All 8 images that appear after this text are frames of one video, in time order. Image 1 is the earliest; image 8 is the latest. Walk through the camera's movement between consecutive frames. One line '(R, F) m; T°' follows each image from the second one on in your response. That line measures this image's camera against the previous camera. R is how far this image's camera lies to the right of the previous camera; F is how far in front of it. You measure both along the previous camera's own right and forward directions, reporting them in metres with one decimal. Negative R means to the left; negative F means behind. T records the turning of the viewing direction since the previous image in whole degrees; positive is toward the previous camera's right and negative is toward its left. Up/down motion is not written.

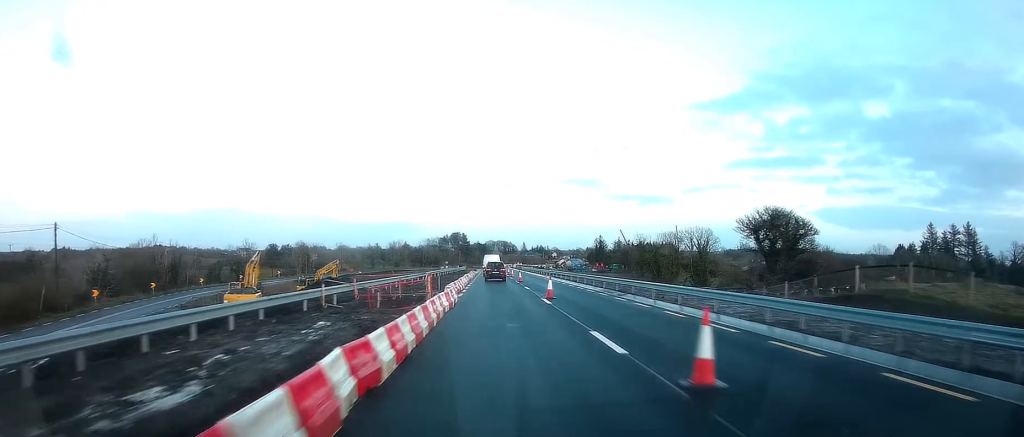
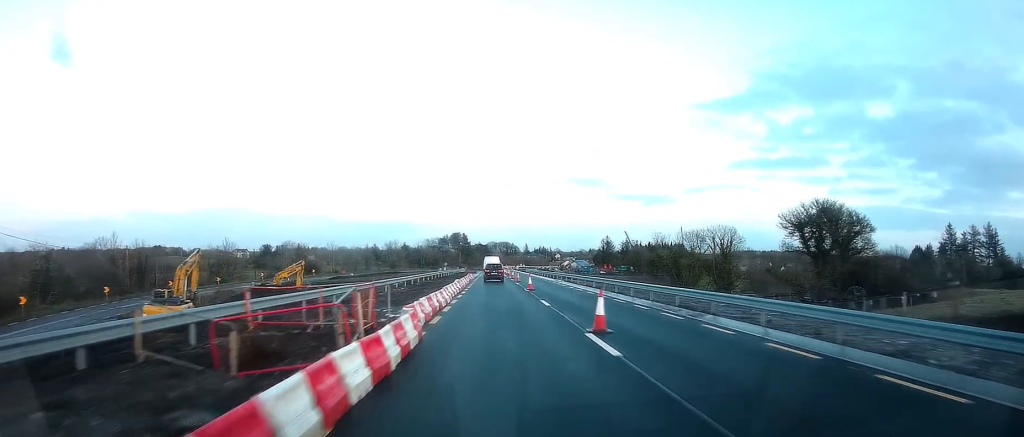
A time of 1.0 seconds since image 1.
(+0.1, +11.9) m; -1°
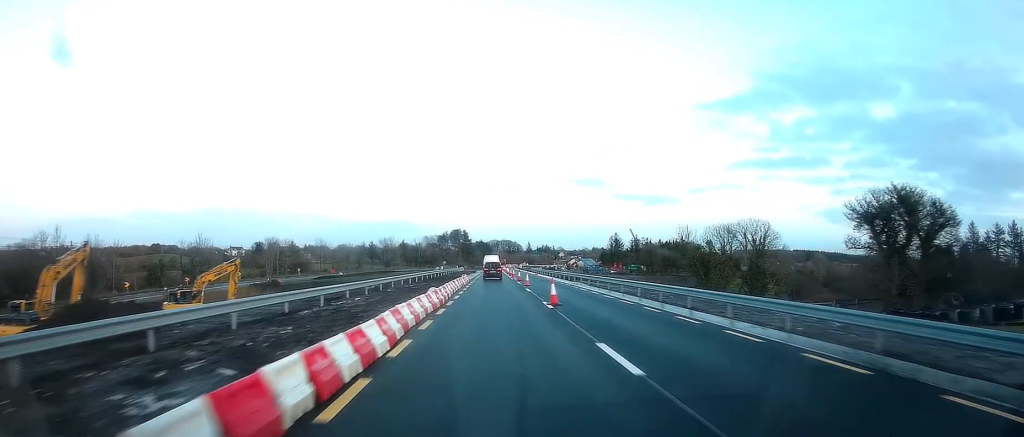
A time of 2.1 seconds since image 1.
(-0.4, +13.6) m; 0°
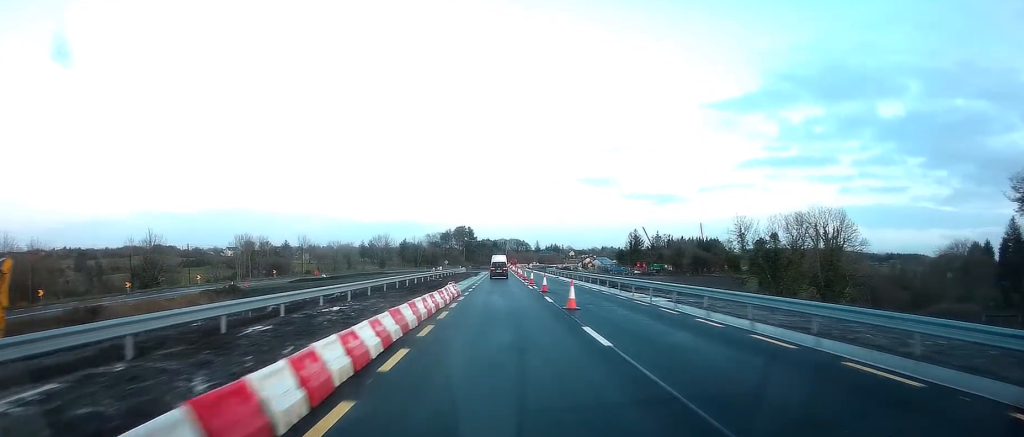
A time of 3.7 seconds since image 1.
(+0.2, +20.8) m; 0°
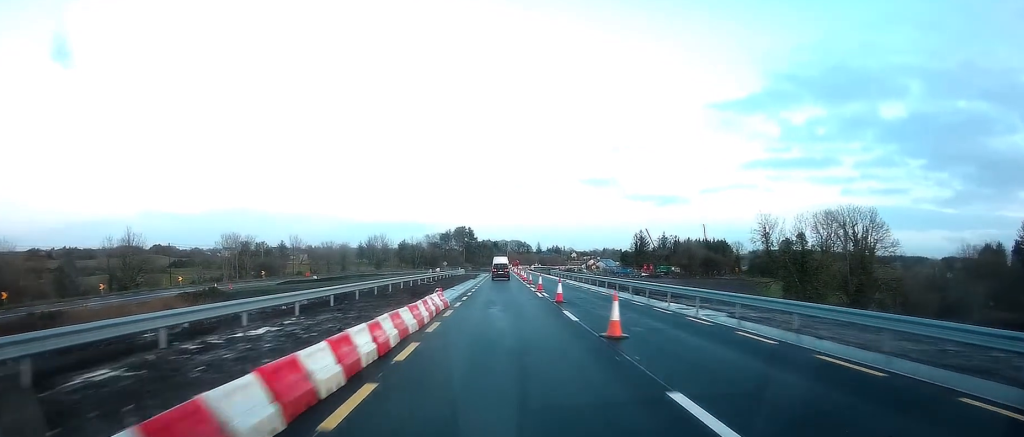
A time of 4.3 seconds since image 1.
(-0.2, +6.8) m; 0°
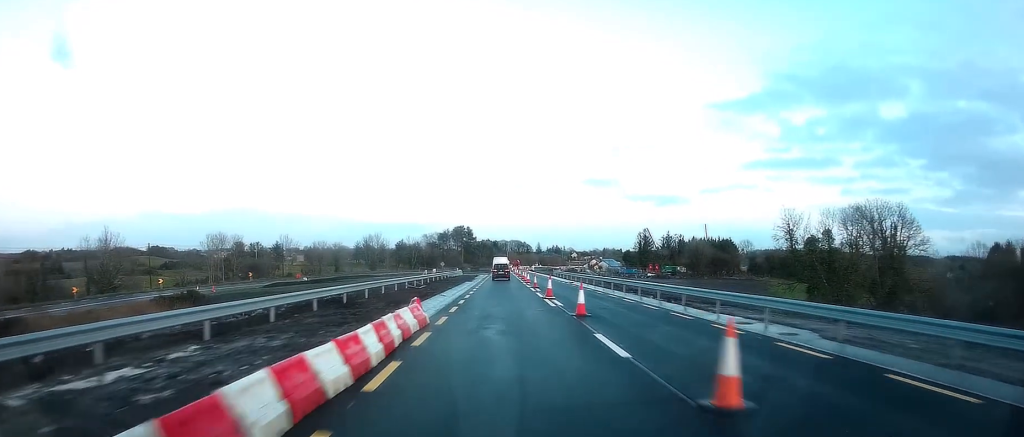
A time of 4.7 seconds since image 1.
(+0.2, +6.1) m; +1°
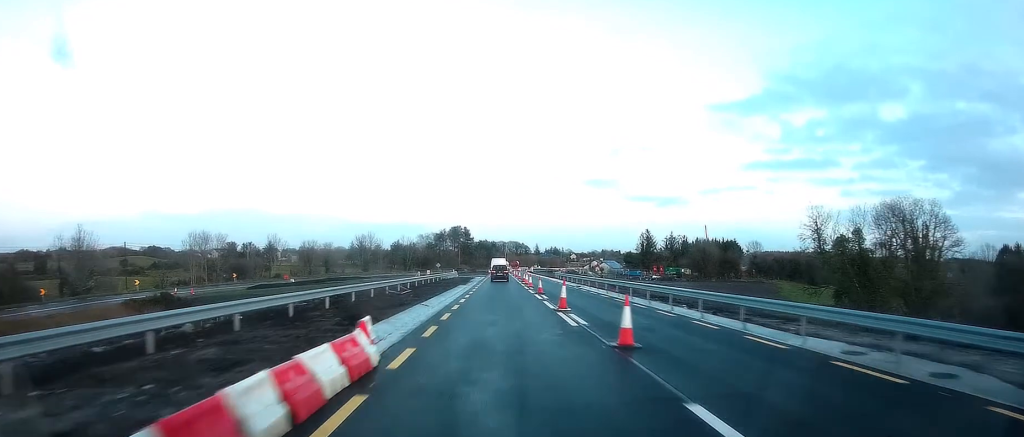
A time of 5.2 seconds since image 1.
(+0.1, +6.1) m; +1°
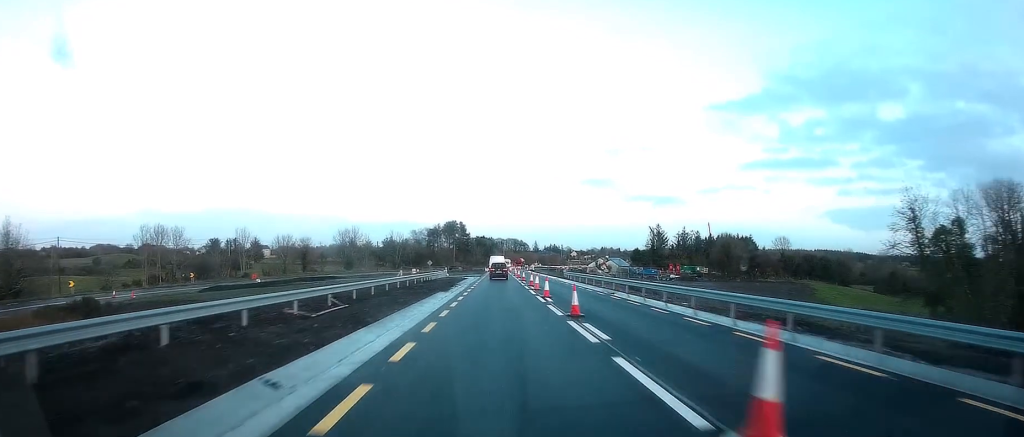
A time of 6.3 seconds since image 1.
(0.0, +14.9) m; 0°
